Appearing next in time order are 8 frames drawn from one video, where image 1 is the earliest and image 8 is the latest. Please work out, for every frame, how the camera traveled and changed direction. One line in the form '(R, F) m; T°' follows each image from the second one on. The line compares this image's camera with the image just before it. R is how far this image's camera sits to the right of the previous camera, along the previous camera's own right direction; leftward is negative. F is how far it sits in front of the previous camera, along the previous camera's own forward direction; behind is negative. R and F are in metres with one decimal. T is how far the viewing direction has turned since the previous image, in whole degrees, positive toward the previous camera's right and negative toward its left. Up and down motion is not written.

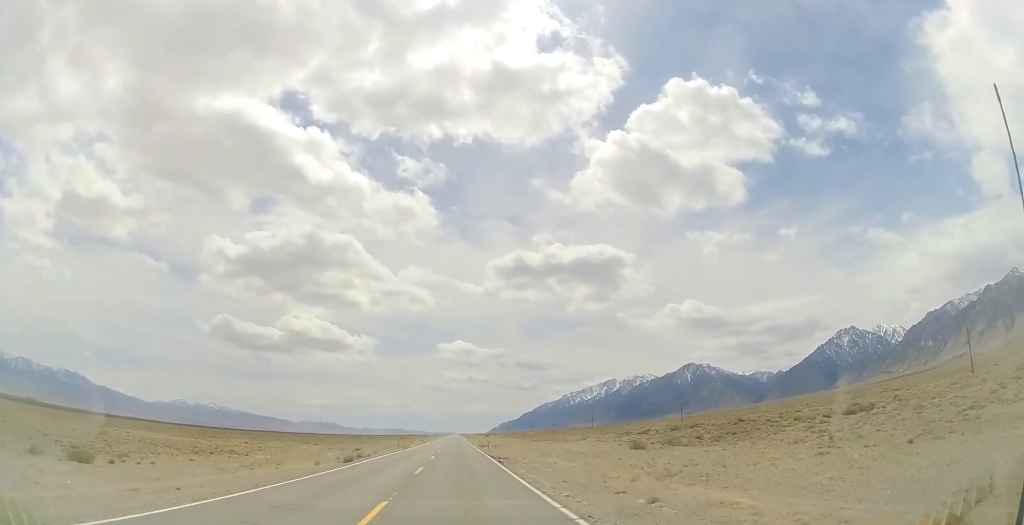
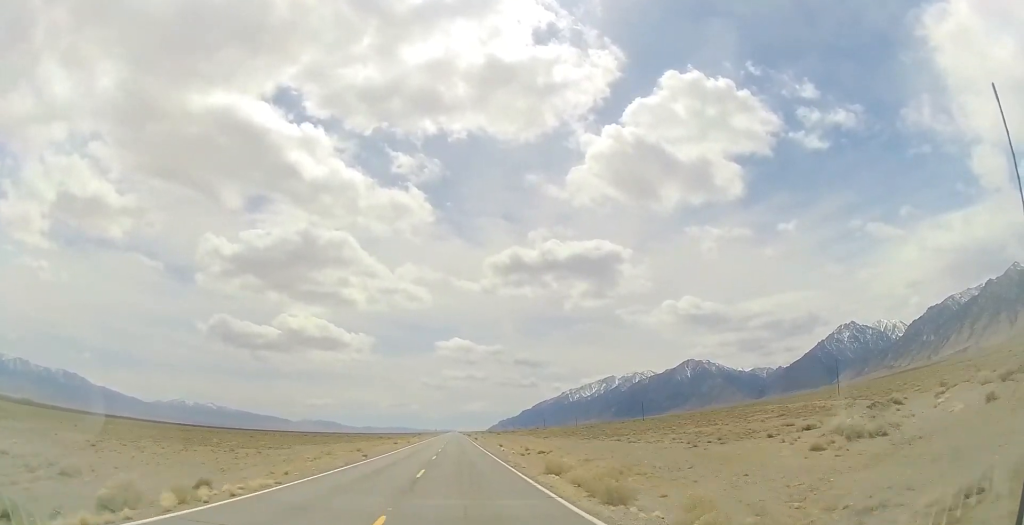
(0.0, +64.2) m; +1°
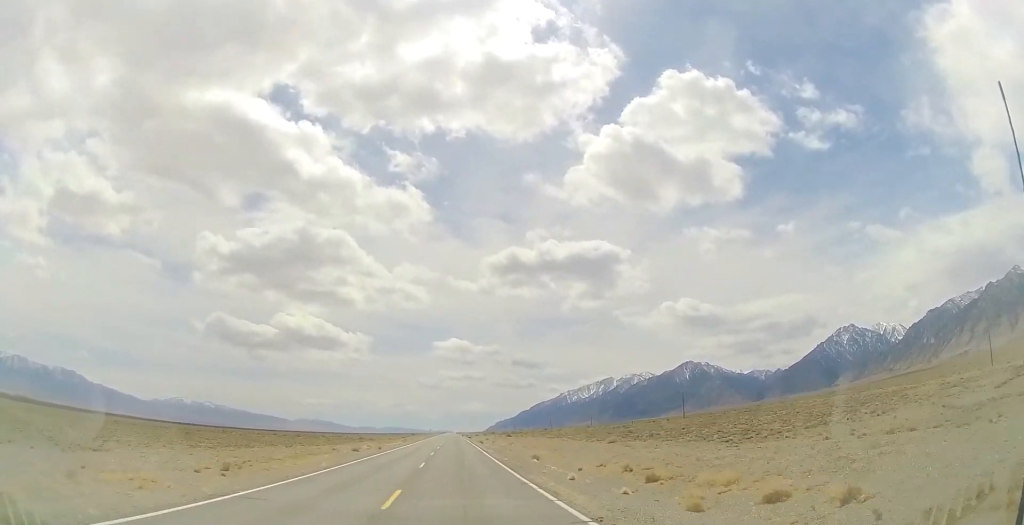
(+0.3, +31.9) m; 0°
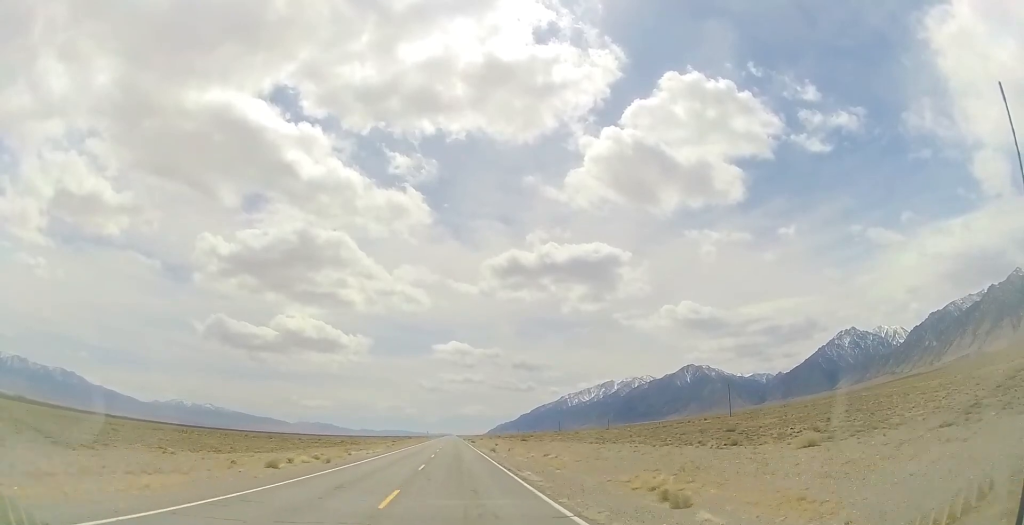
(-0.3, +23.9) m; 0°
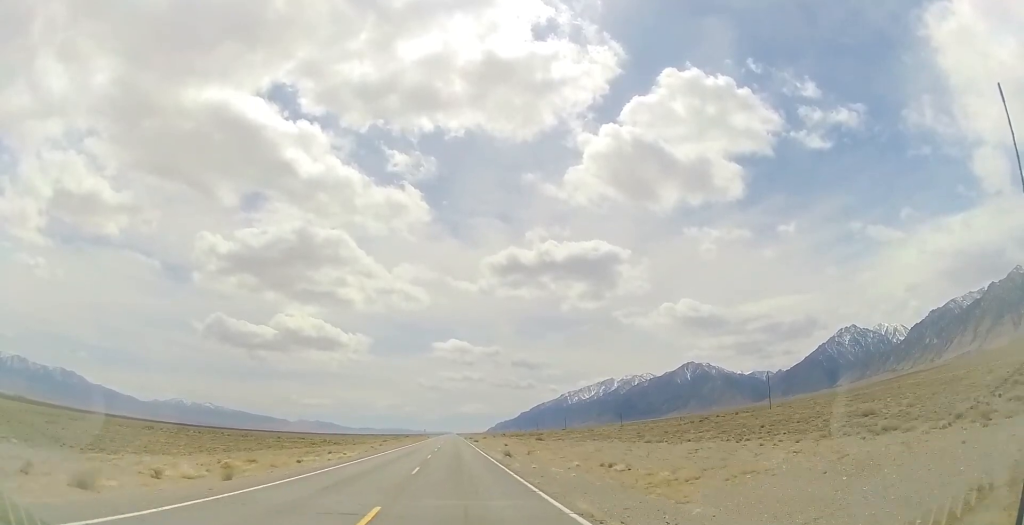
(+0.2, +15.7) m; 0°
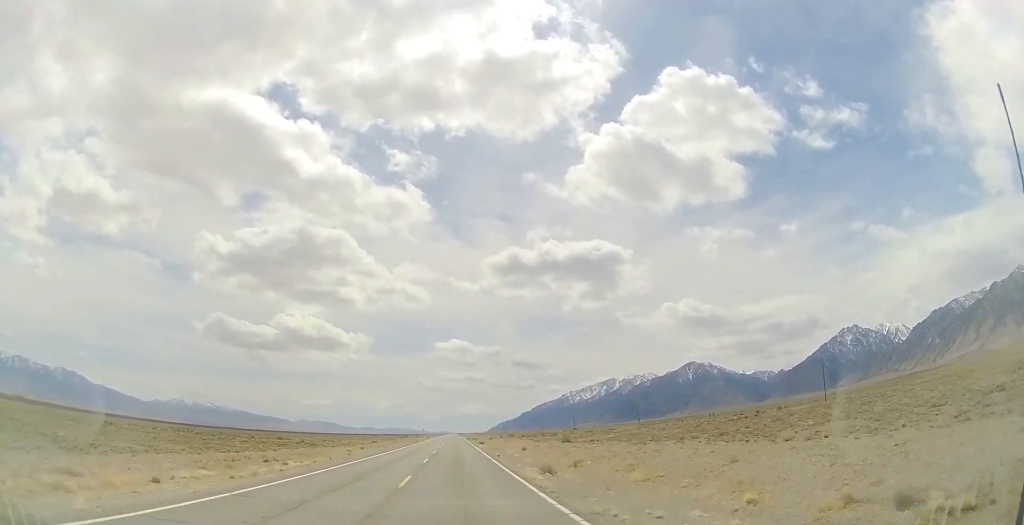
(+0.1, +16.6) m; 0°
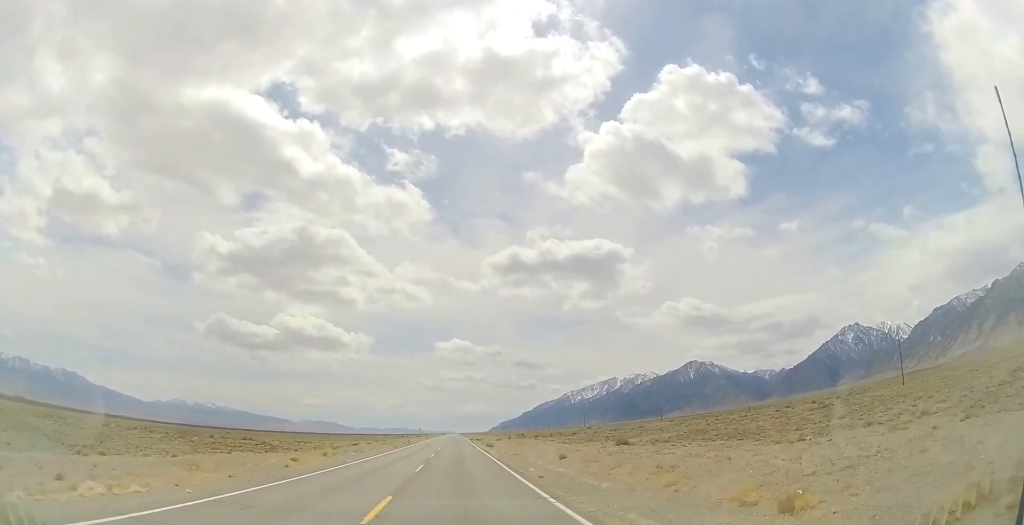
(-0.2, +18.4) m; -1°
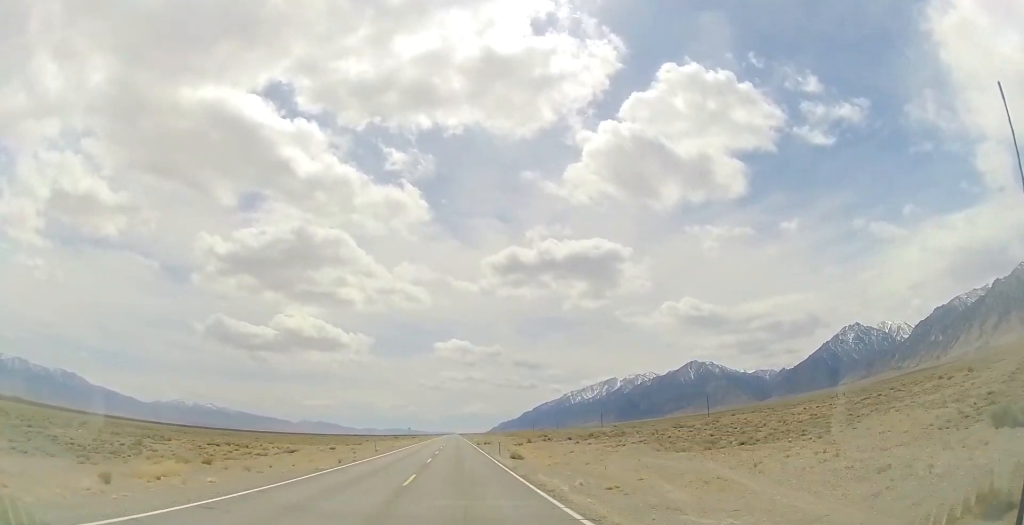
(0.0, +30.0) m; 0°
